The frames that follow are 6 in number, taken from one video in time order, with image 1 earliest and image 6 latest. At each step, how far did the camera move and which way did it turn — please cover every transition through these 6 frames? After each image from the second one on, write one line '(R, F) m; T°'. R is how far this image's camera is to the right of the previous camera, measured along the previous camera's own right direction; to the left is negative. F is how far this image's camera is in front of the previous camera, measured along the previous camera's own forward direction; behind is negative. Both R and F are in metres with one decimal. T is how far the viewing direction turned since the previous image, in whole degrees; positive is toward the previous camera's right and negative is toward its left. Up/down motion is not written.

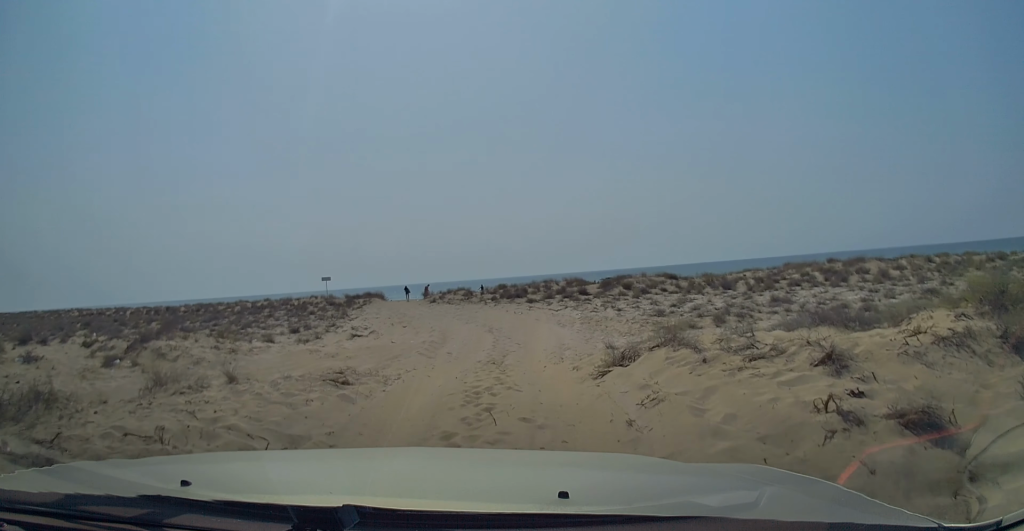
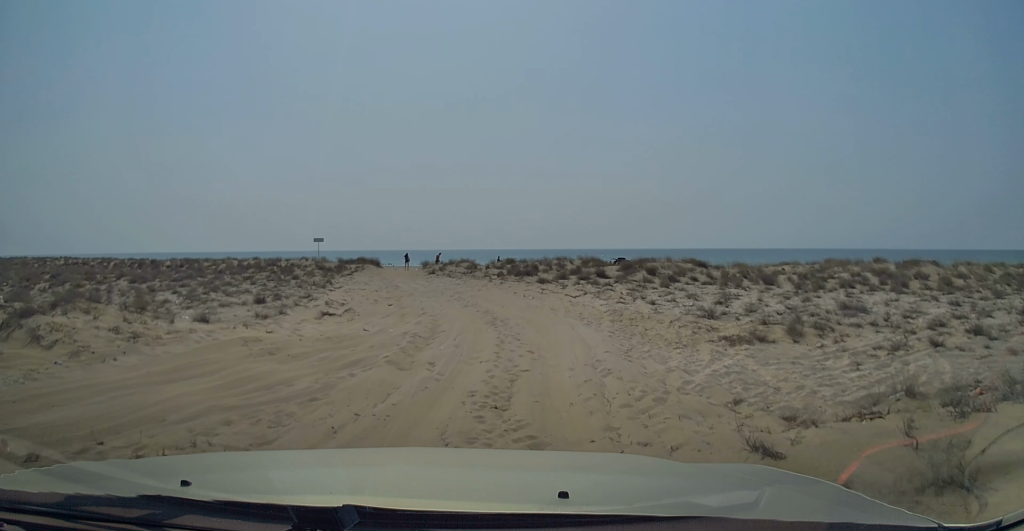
(+0.5, +5.8) m; +4°
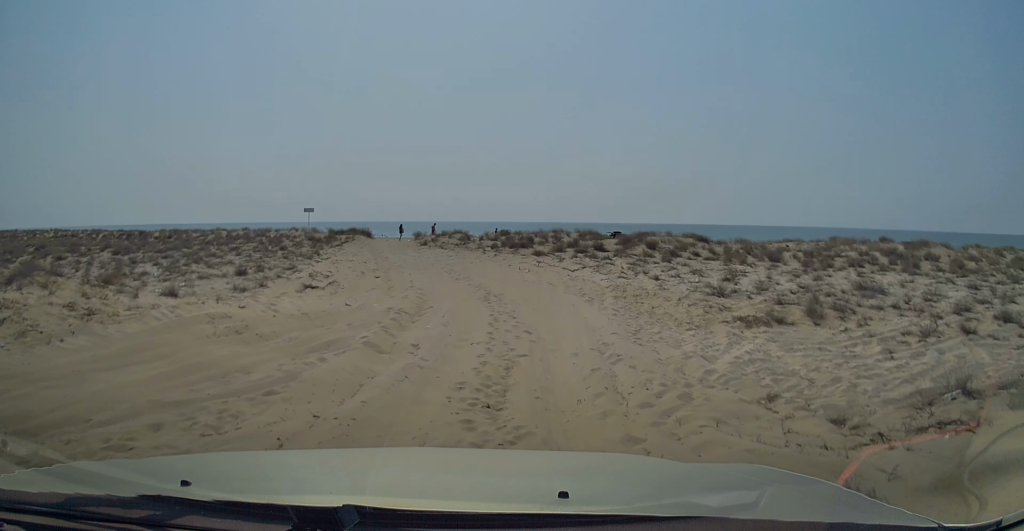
(-0.1, +1.6) m; -1°
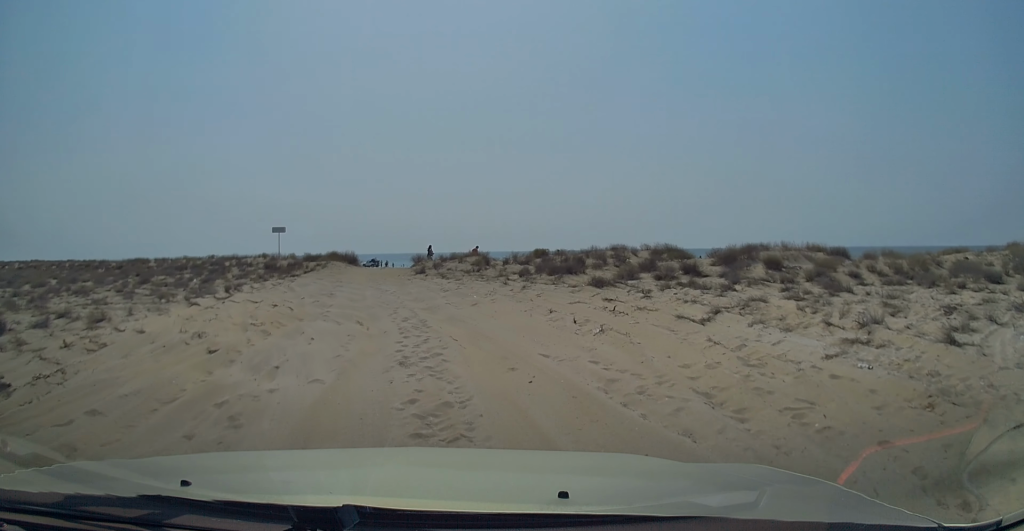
(-0.8, +16.1) m; -8°
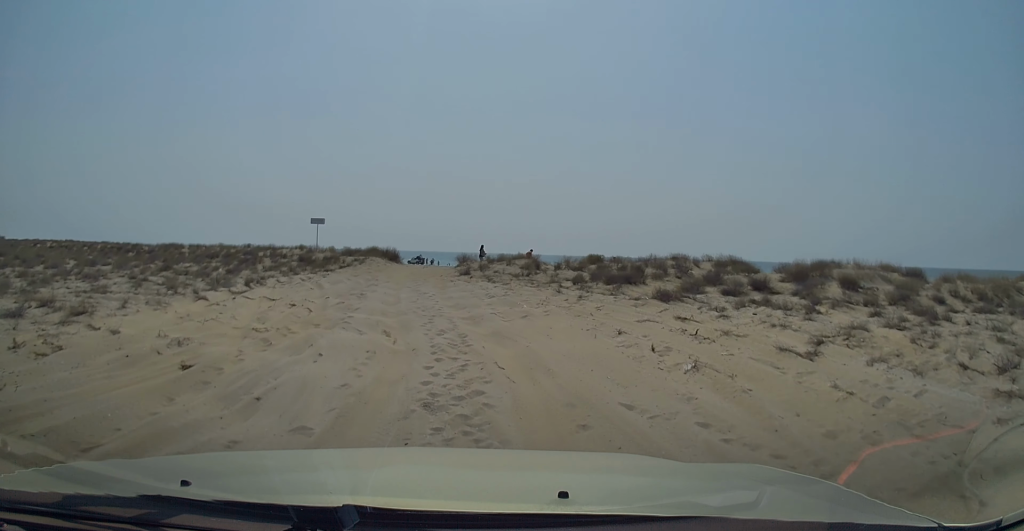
(0.0, +2.5) m; -2°
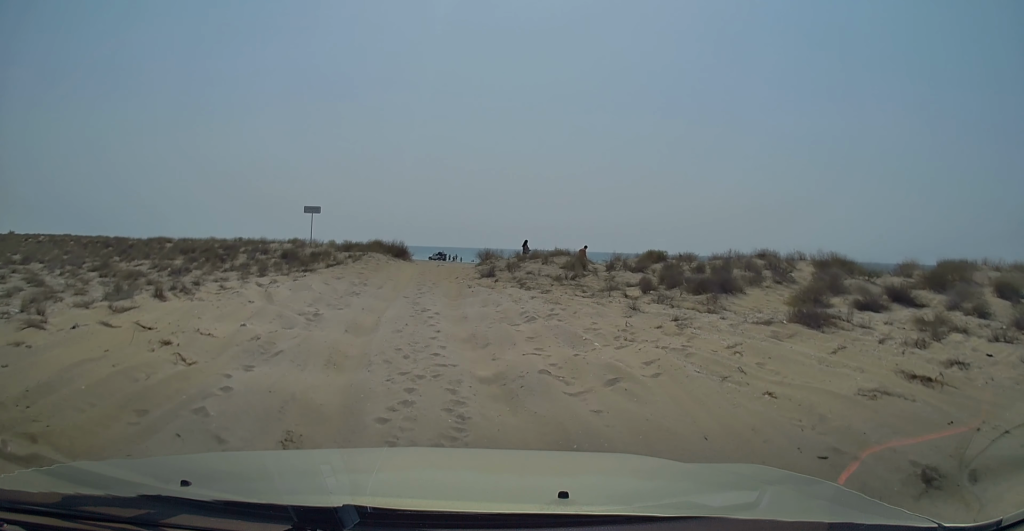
(-0.3, +7.5) m; -4°
